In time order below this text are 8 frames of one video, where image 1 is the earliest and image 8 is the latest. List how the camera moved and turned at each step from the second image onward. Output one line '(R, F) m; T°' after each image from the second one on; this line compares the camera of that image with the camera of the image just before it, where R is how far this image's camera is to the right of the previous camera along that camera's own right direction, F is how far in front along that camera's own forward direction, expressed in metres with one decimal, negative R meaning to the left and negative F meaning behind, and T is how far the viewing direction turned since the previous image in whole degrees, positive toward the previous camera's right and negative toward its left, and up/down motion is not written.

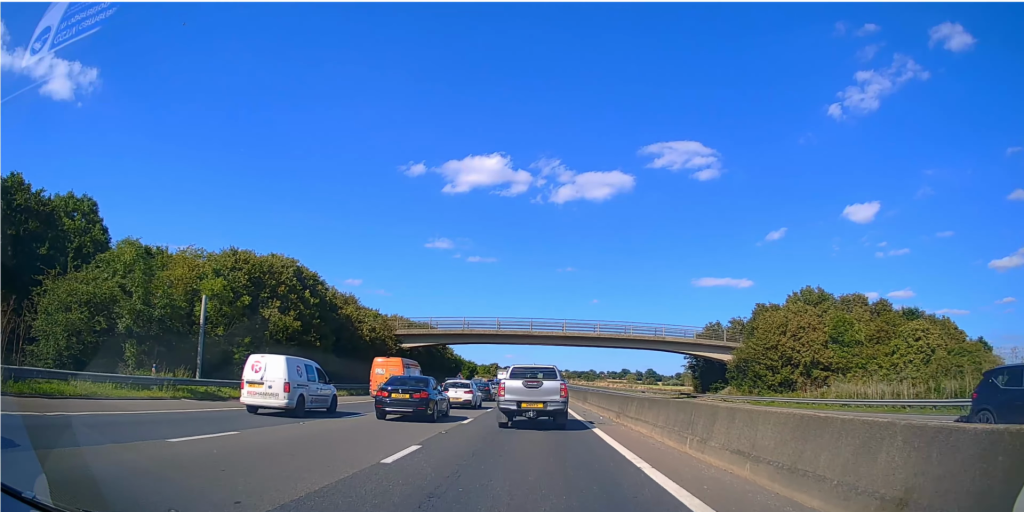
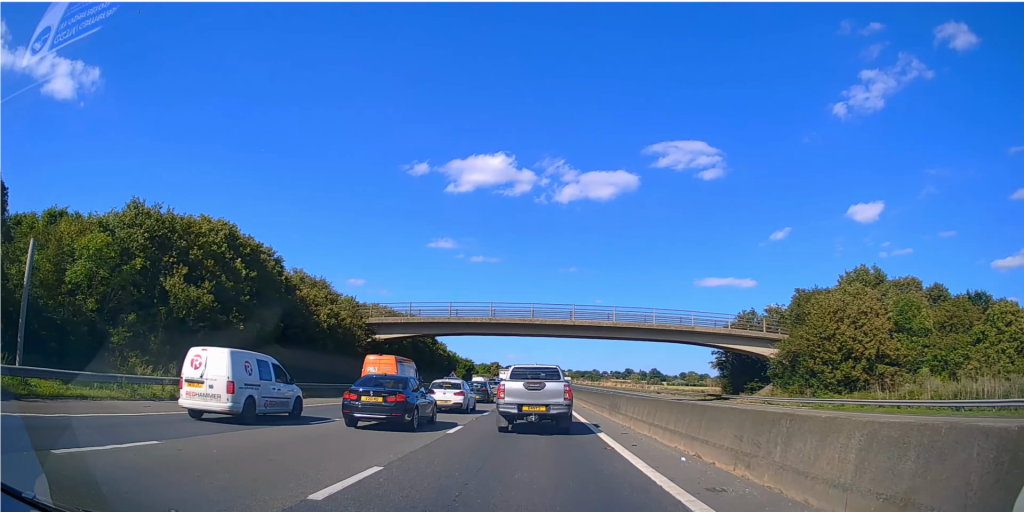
(+0.2, +12.8) m; 0°
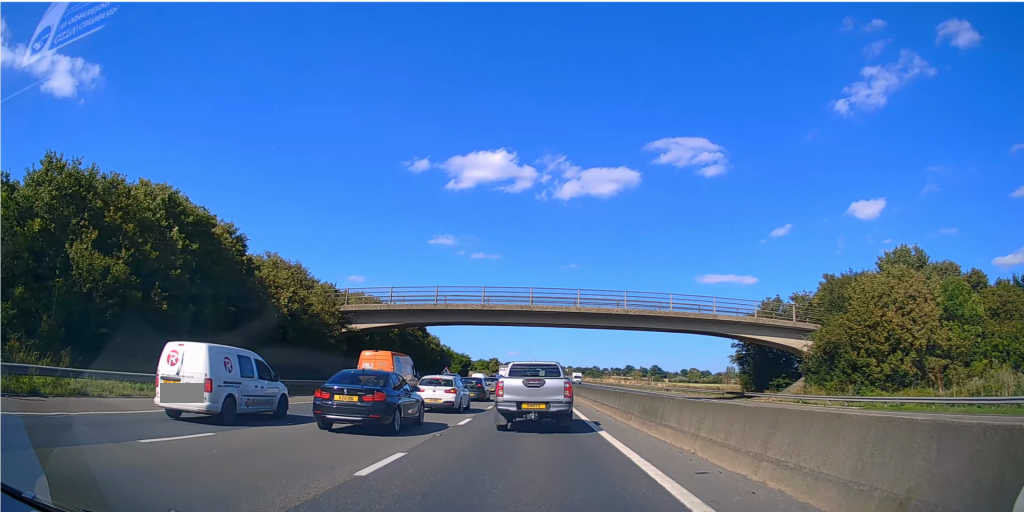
(-0.1, +4.9) m; -1°
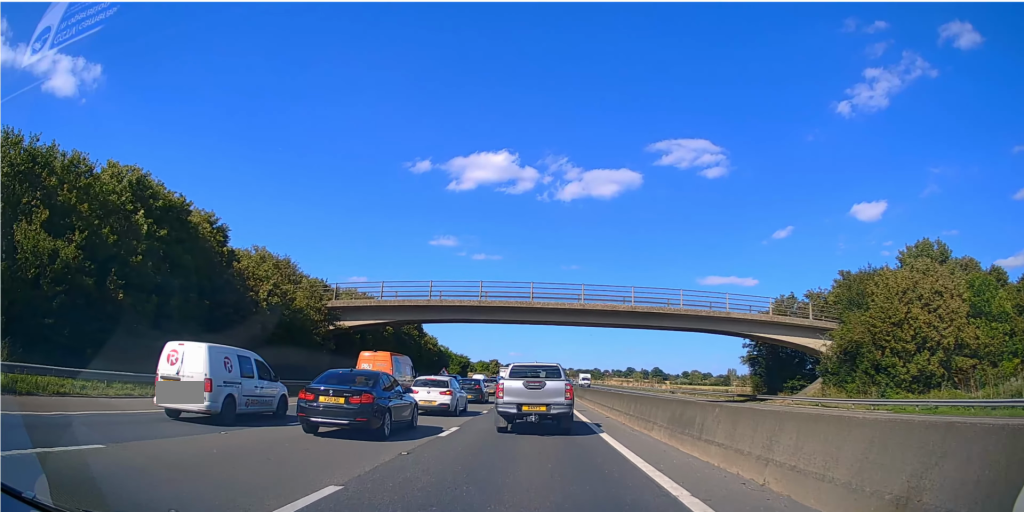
(0.0, +1.7) m; +1°
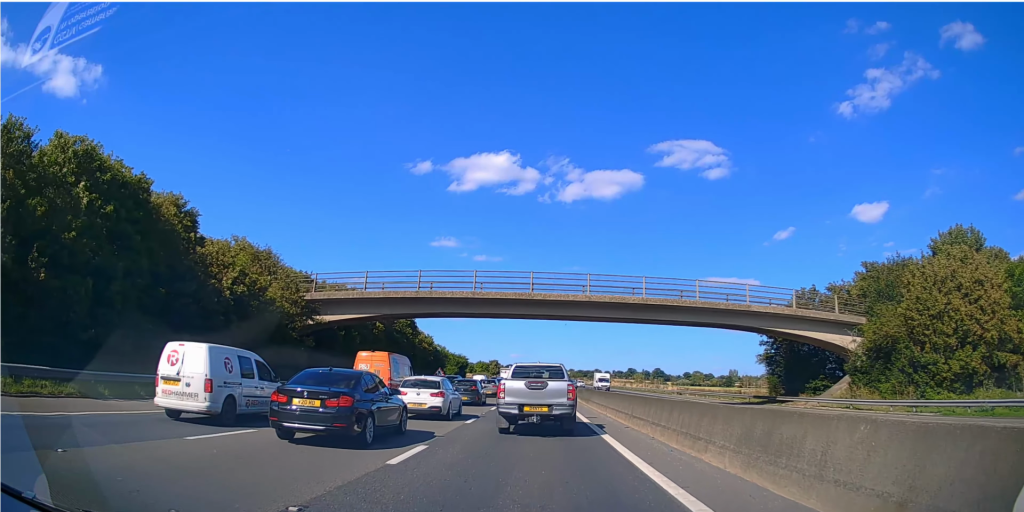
(0.0, +4.0) m; -1°
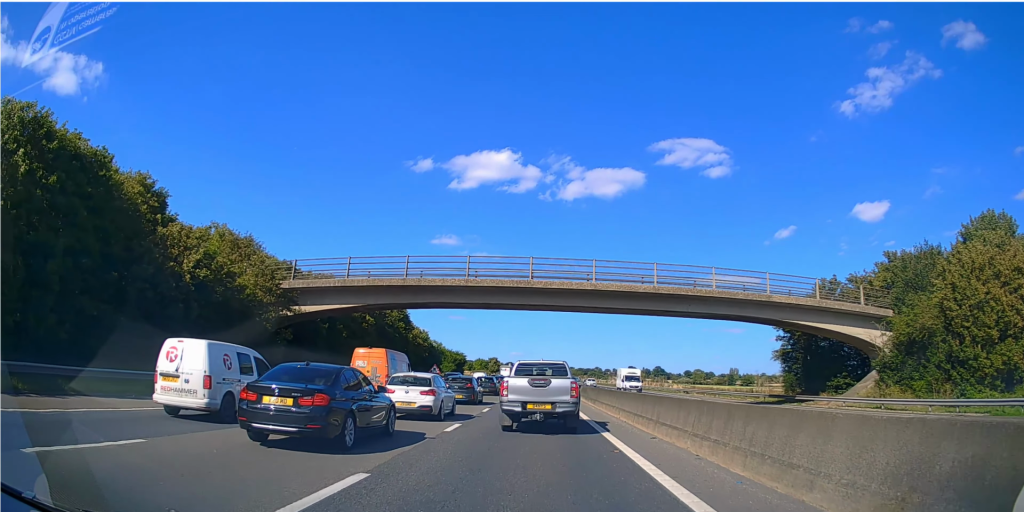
(-0.1, +4.0) m; -1°
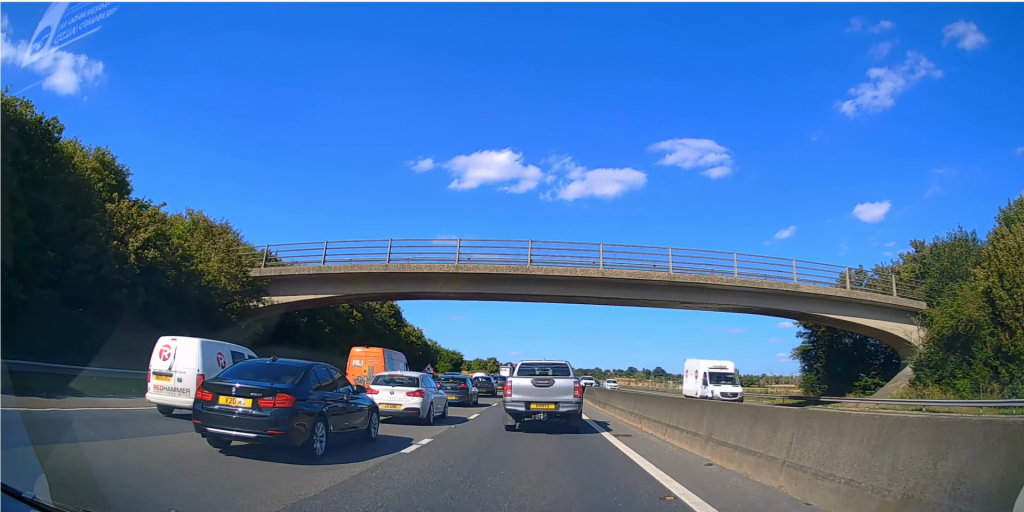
(0.0, +4.4) m; 0°
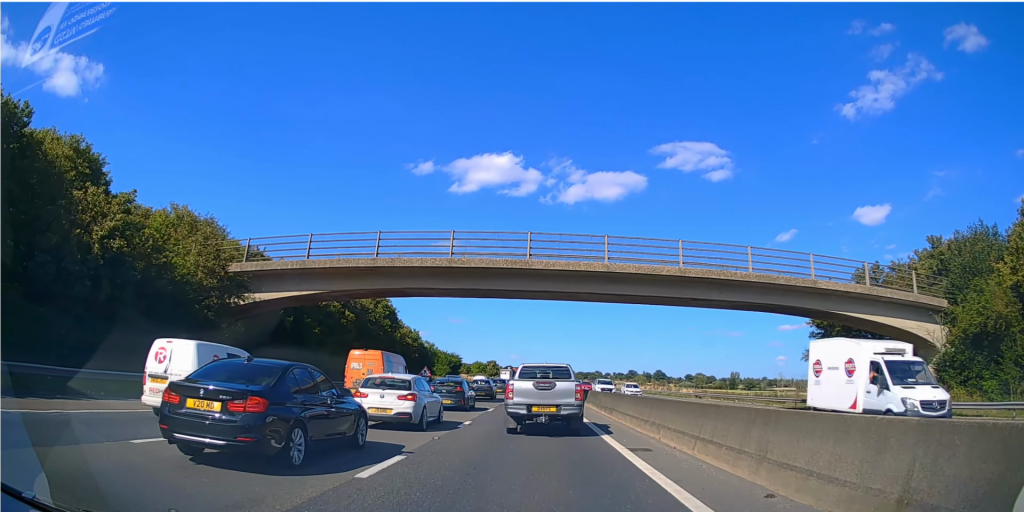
(0.0, +2.5) m; 0°
